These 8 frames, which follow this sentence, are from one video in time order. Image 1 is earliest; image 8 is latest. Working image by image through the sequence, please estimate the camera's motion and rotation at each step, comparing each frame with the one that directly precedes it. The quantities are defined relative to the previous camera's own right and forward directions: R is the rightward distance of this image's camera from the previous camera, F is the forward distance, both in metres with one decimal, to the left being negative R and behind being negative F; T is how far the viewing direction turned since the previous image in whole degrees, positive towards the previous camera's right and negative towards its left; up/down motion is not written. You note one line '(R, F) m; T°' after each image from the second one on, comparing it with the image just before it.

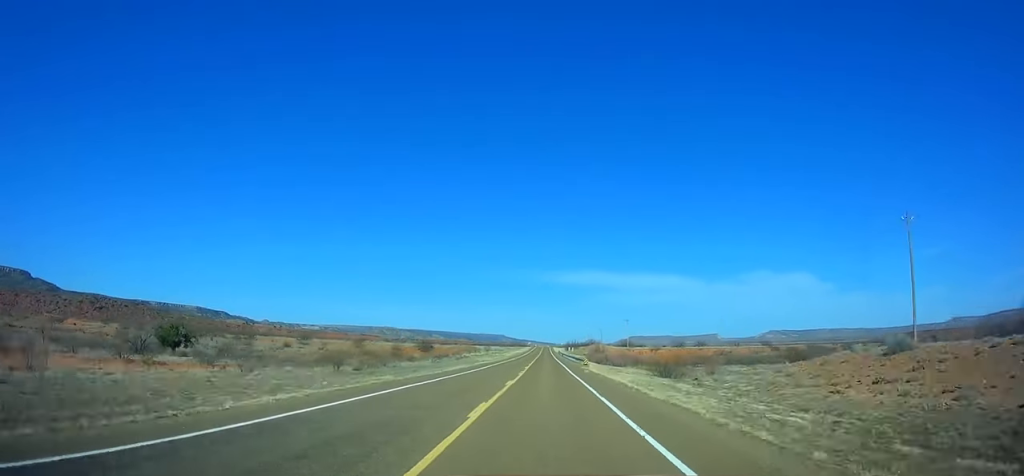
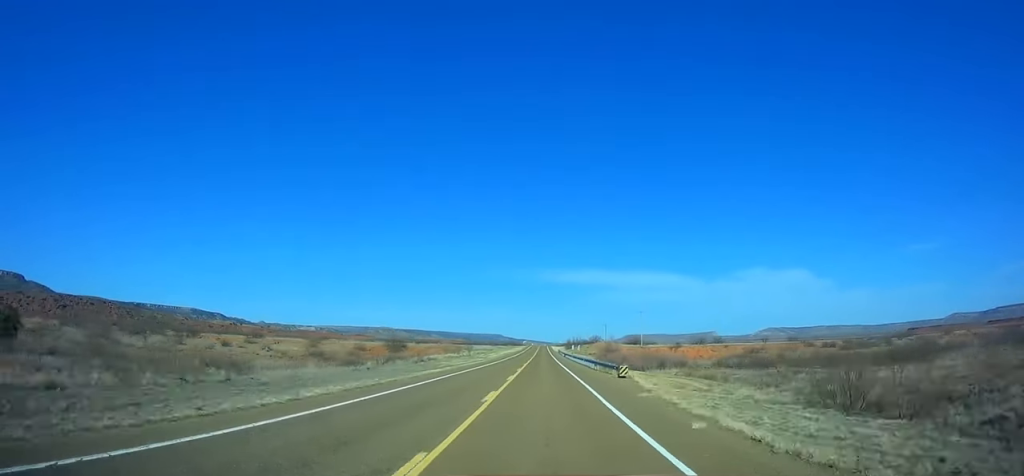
(-0.1, +32.8) m; 0°
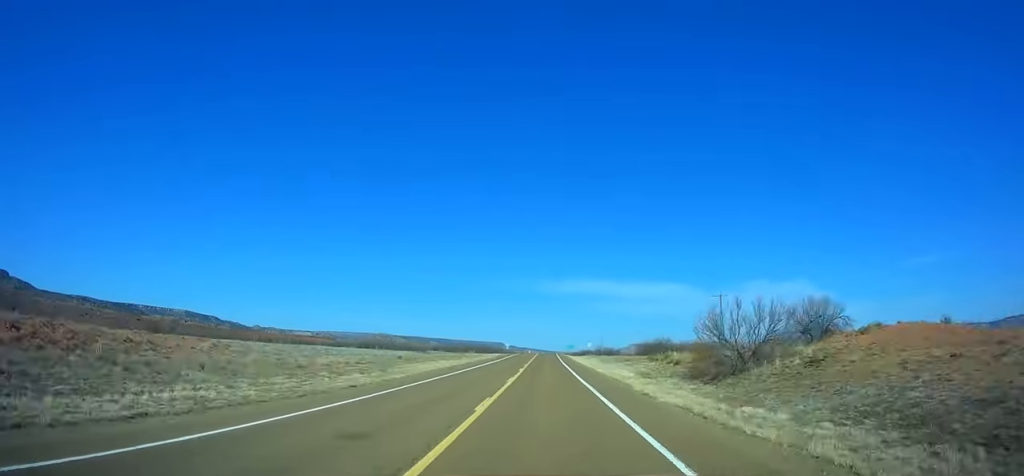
(0.0, +164.0) m; 0°
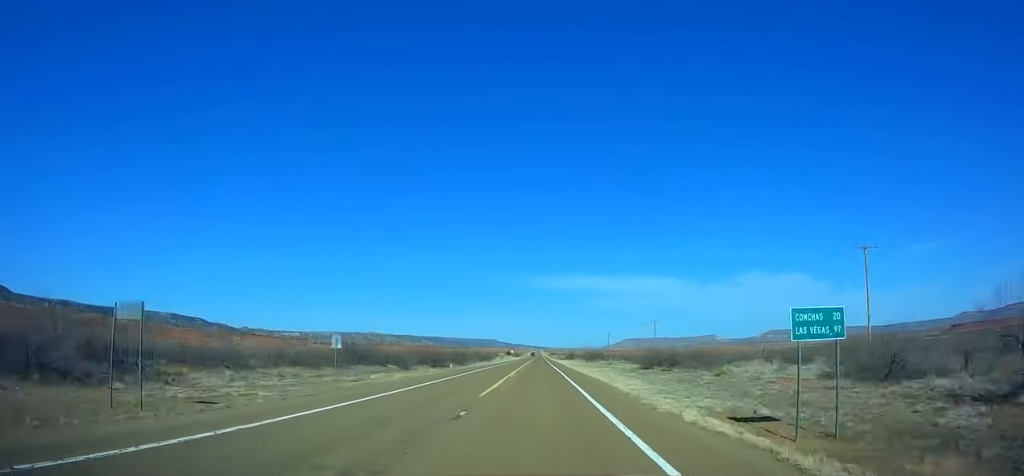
(+0.1, +139.3) m; 0°
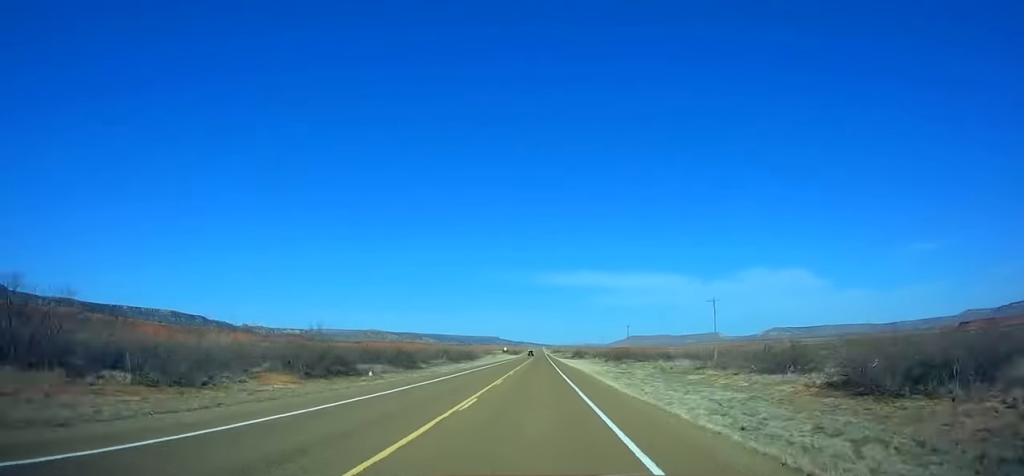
(-0.1, +46.2) m; 0°
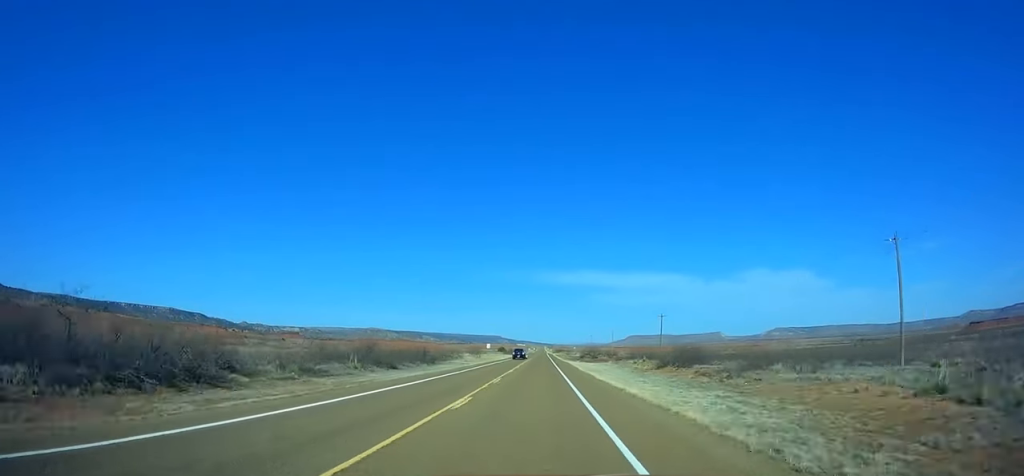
(0.0, +48.7) m; 0°
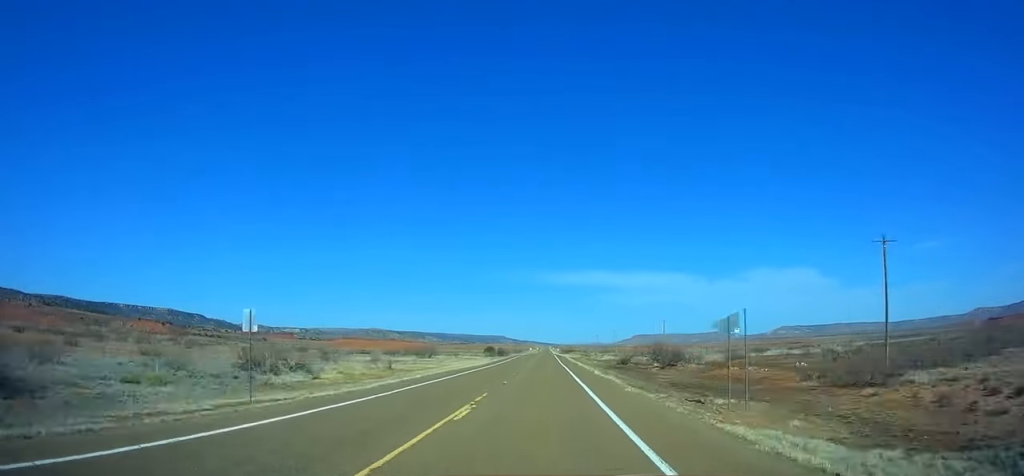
(0.0, +84.7) m; 0°
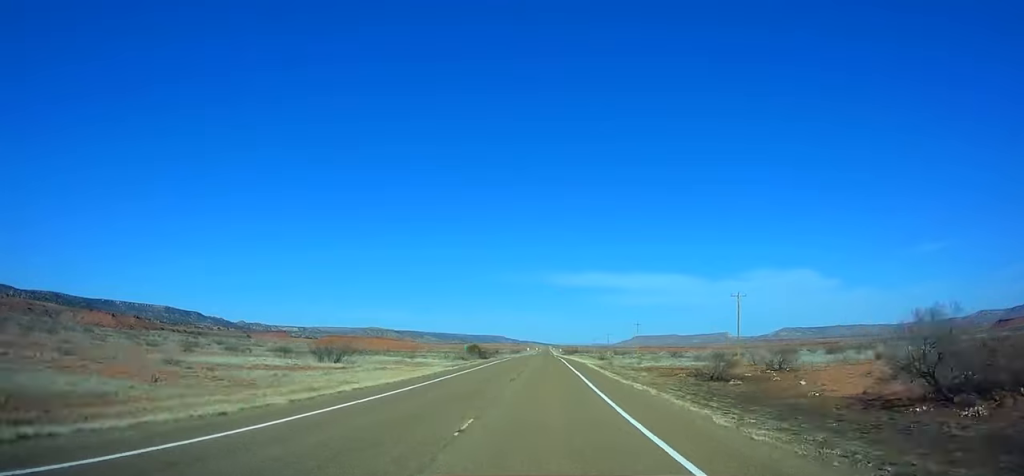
(0.0, +48.5) m; 0°
